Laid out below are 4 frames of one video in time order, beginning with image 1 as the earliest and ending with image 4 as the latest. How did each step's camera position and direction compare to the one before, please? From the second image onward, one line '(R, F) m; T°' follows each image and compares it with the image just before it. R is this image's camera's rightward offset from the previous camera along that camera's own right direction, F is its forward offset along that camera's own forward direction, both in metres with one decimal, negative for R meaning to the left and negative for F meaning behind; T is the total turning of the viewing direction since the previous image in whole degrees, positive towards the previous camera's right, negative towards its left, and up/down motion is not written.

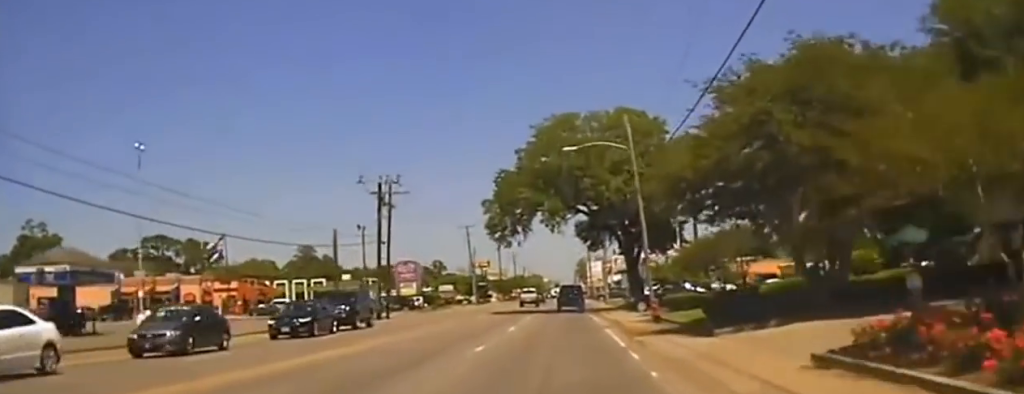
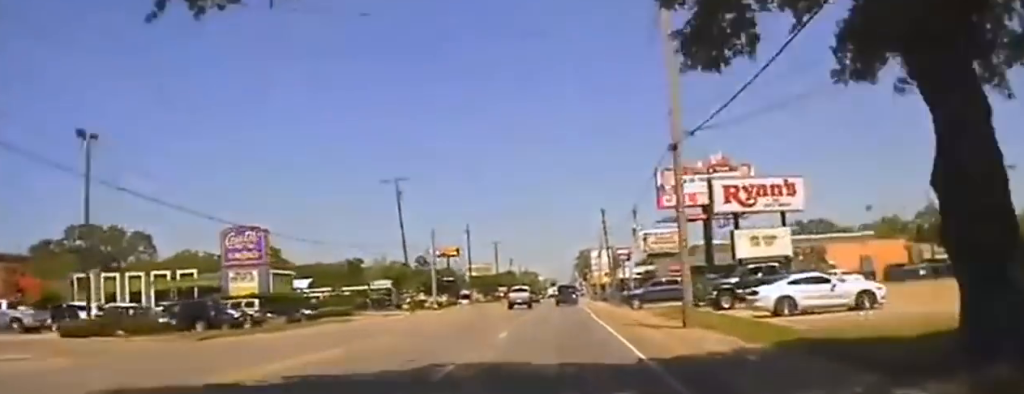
(+0.6, +69.1) m; 0°
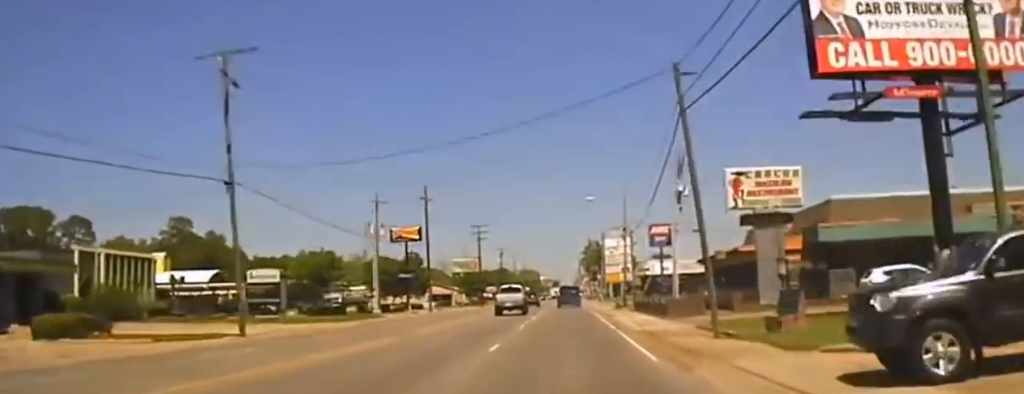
(-0.2, +37.0) m; 0°
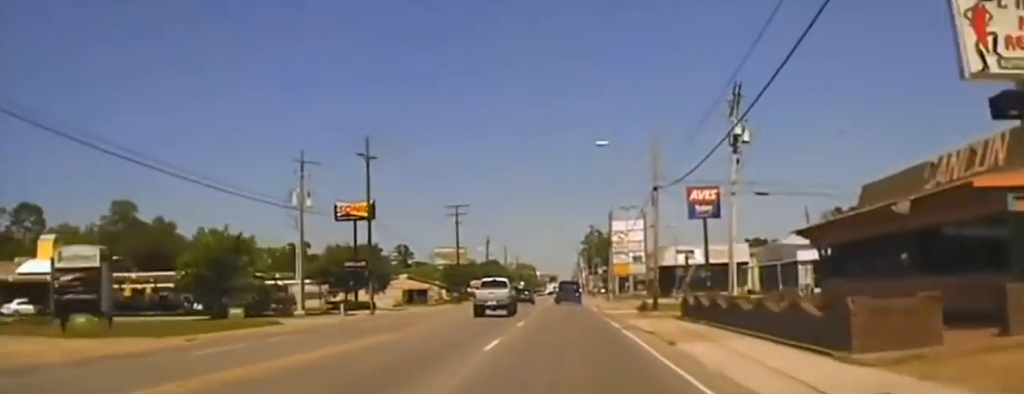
(0.0, +18.1) m; 0°
